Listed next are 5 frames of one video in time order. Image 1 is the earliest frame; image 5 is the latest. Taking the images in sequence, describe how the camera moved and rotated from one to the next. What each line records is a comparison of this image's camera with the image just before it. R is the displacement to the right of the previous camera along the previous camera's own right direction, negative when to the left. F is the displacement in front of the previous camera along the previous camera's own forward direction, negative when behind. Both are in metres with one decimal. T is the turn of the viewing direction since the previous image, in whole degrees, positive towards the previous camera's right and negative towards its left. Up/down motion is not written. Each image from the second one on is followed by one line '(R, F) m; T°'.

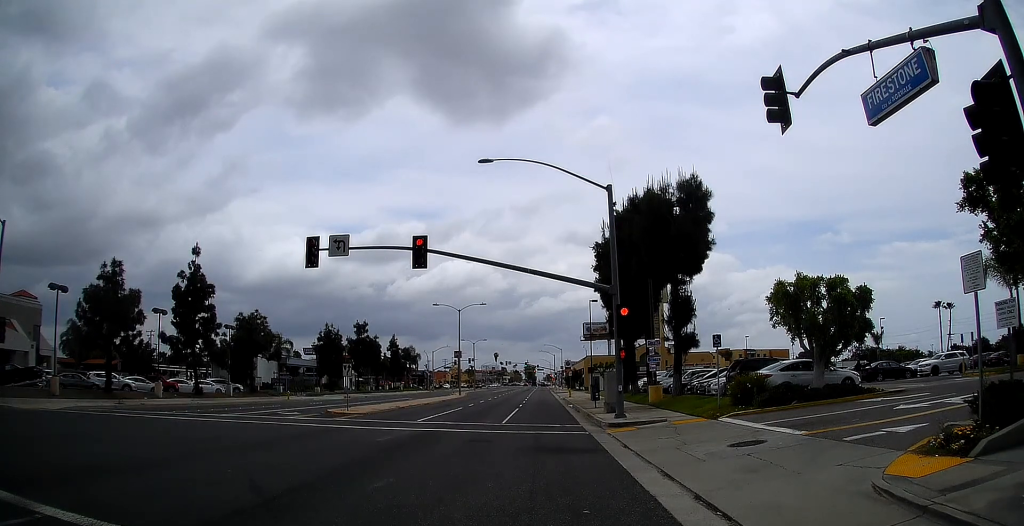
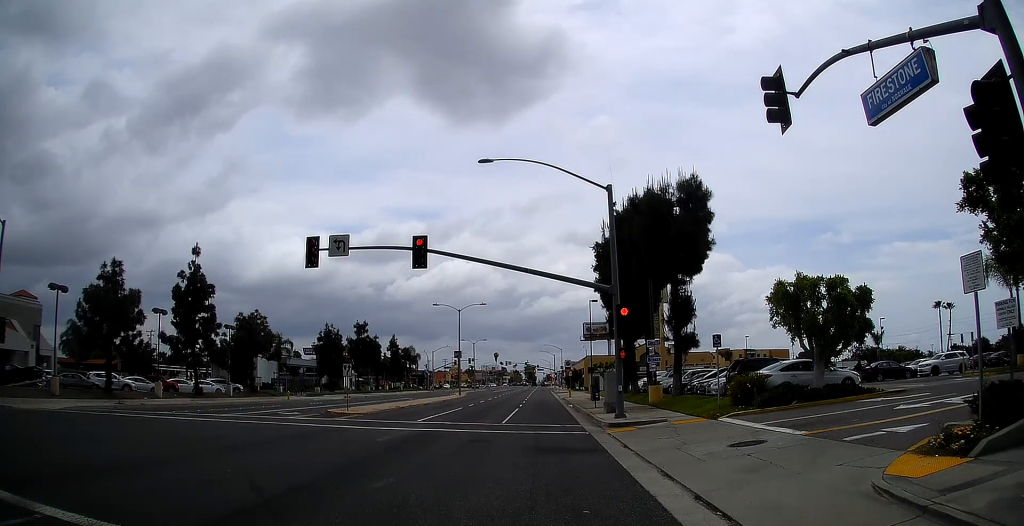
(0.0, 0.0) m; 0°
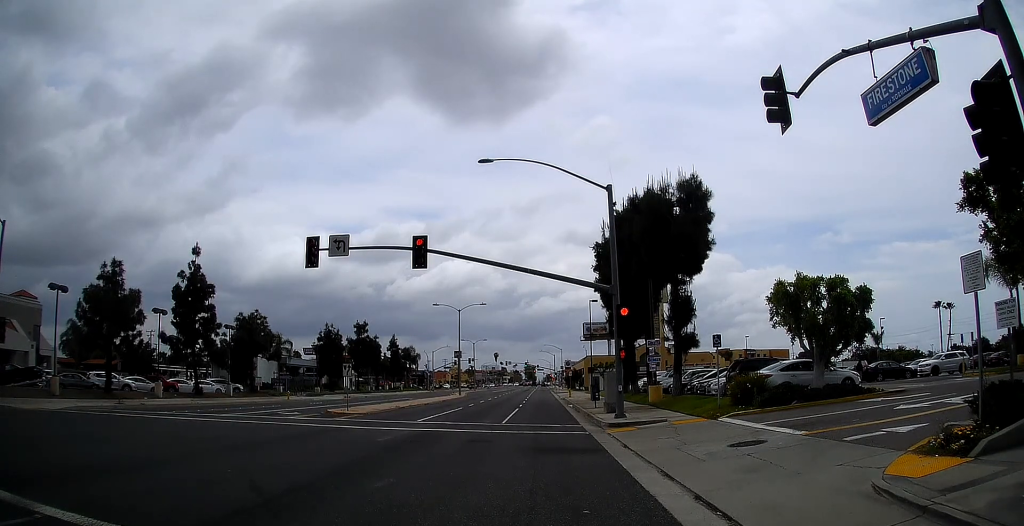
(0.0, 0.0) m; 0°
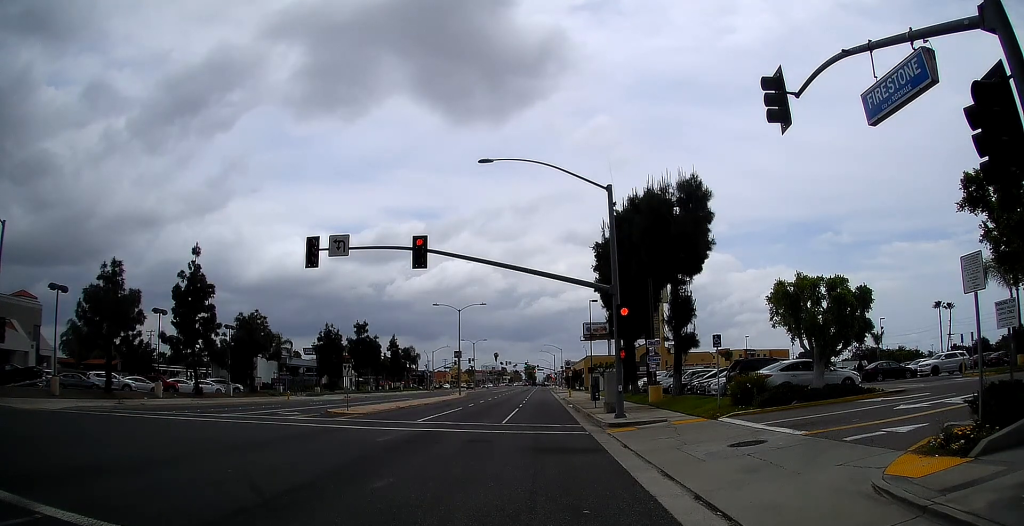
(0.0, 0.0) m; 0°
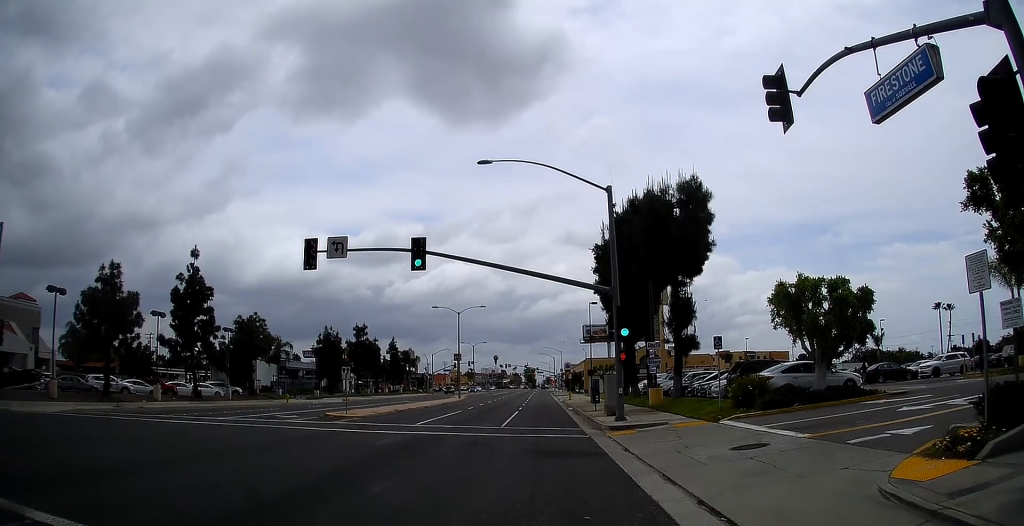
(-0.1, +0.4) m; -1°
